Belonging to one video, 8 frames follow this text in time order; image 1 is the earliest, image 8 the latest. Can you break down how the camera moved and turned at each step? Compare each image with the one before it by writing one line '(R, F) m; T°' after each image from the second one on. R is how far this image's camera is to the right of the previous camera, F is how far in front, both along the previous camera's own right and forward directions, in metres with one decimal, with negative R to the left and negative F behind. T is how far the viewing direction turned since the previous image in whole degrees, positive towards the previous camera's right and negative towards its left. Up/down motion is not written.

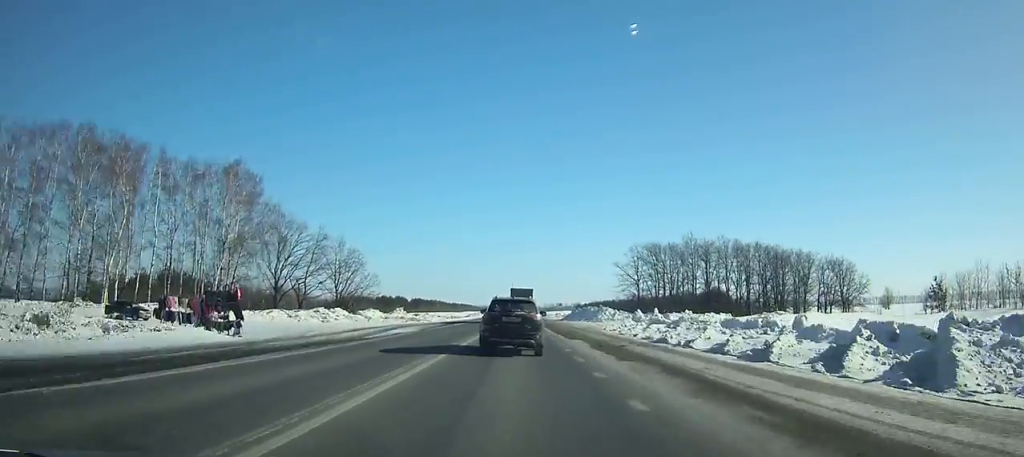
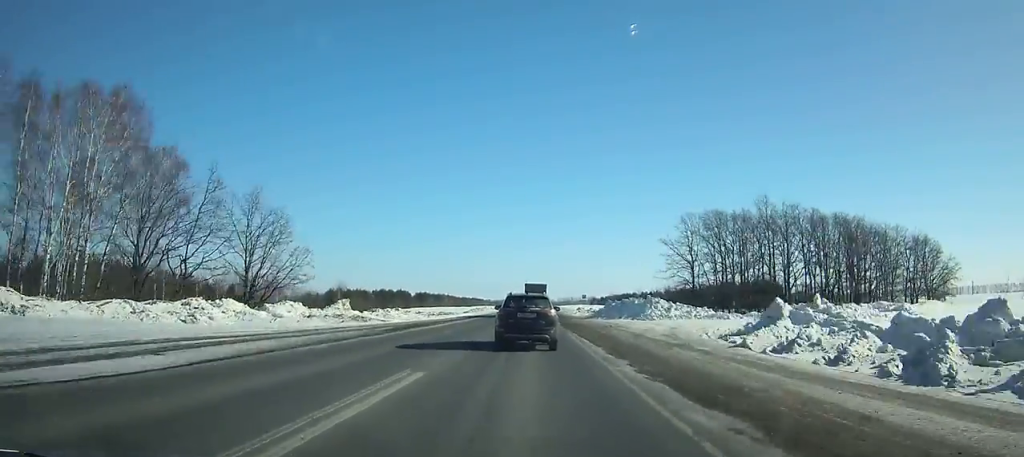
(0.0, +27.5) m; 0°
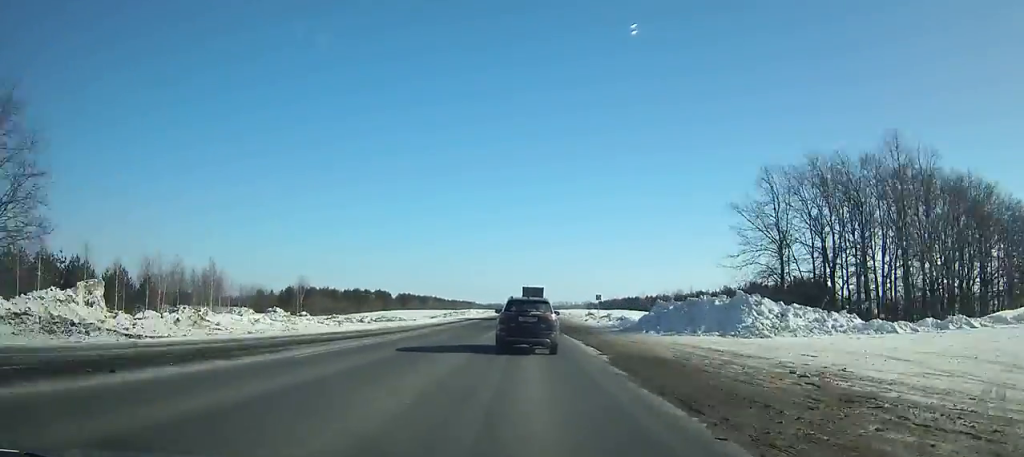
(-0.1, +29.6) m; 0°
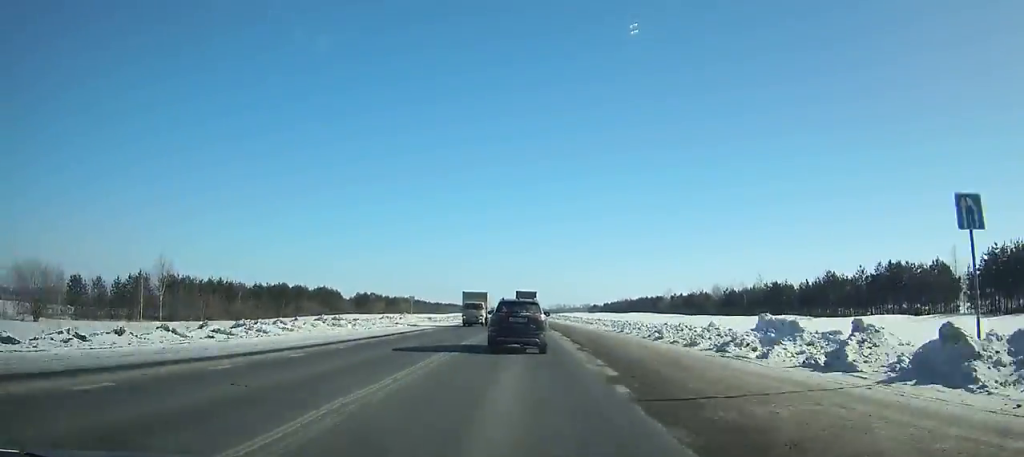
(-0.2, +65.4) m; 0°
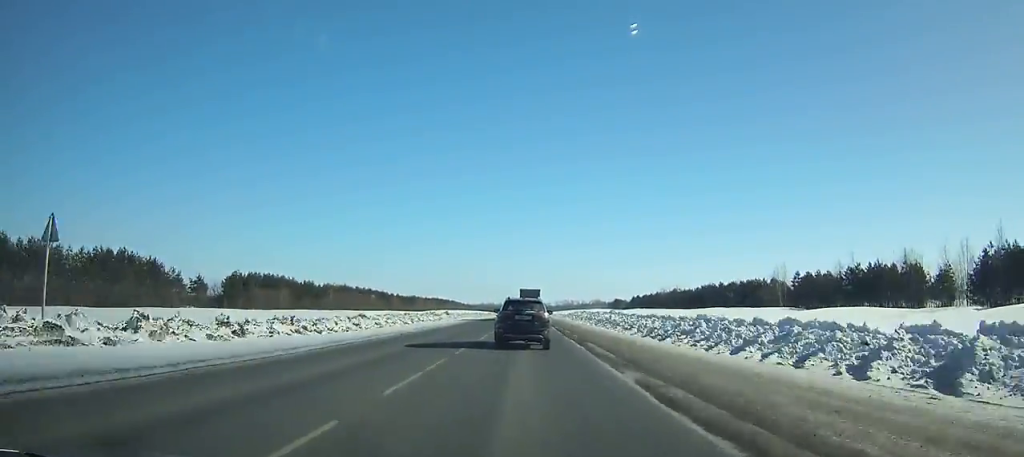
(+0.1, +103.7) m; 0°
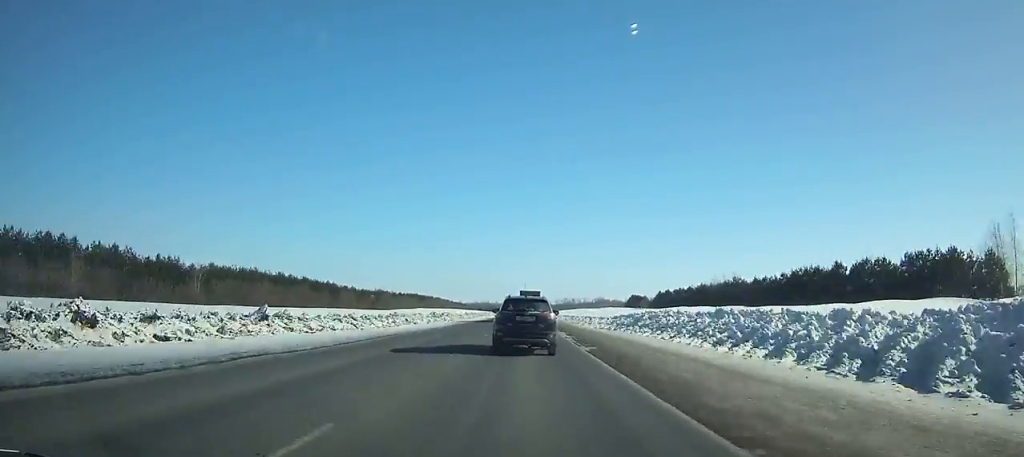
(+0.2, +70.7) m; 0°
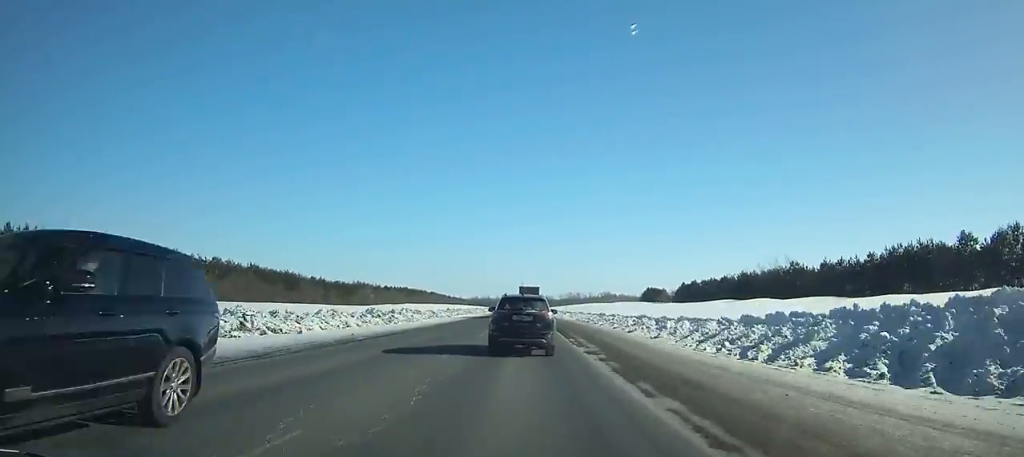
(0.0, +35.5) m; 0°
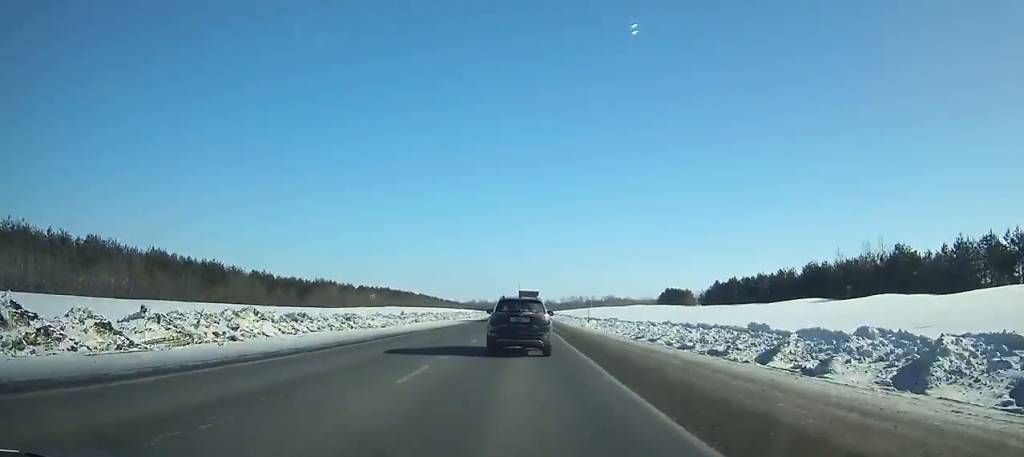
(0.0, +41.8) m; 0°
